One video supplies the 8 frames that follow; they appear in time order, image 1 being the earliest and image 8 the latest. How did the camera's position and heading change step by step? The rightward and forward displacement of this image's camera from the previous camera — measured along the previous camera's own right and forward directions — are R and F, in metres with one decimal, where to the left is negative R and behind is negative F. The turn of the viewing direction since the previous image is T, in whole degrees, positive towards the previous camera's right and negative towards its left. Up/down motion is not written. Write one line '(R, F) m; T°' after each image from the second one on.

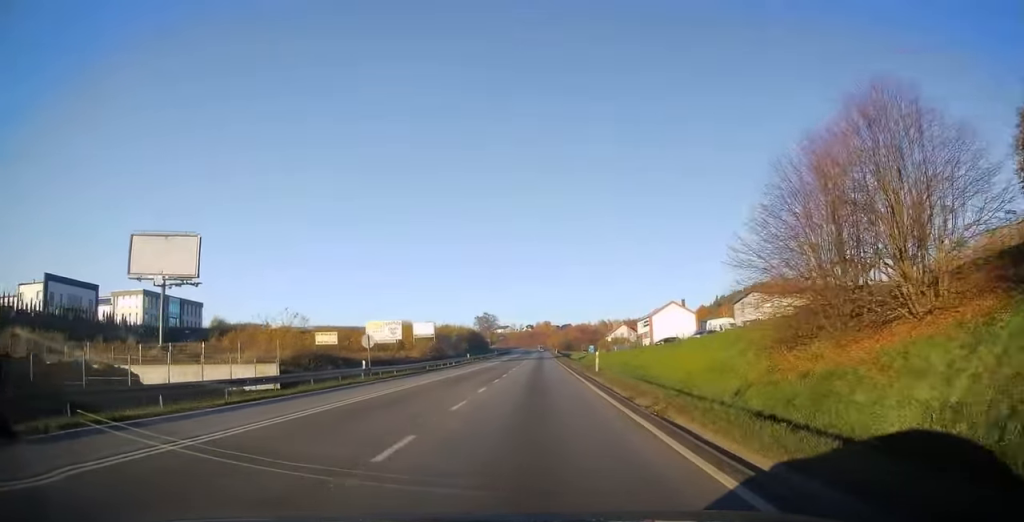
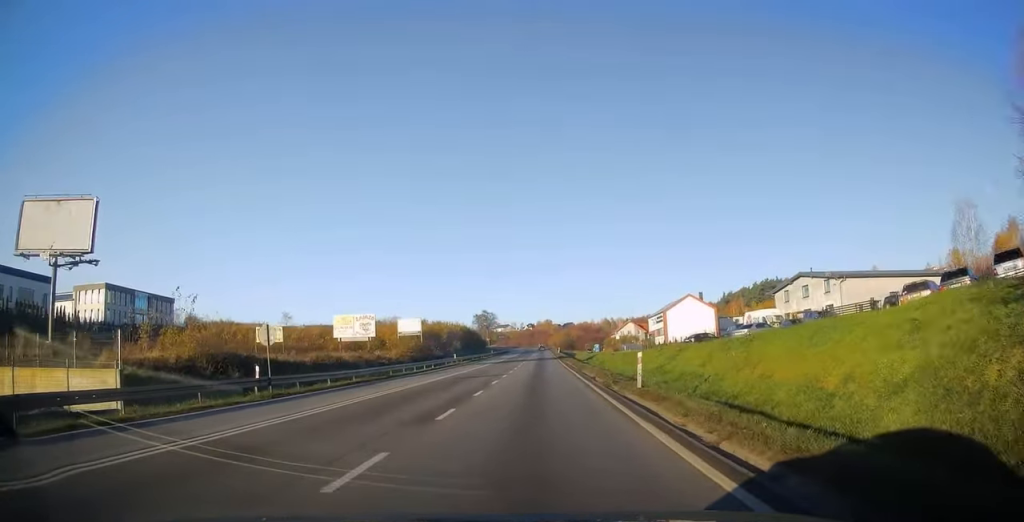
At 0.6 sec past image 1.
(+0.1, +13.9) m; 0°
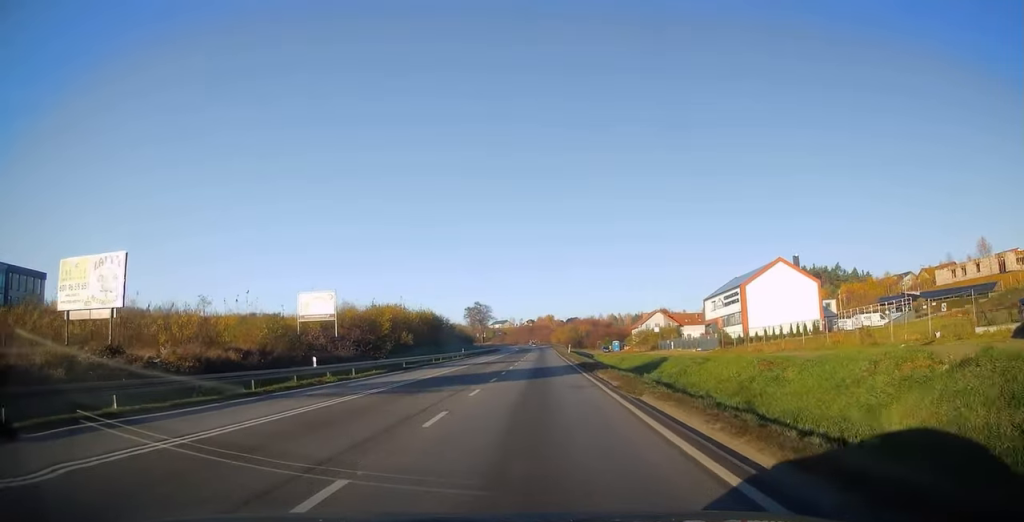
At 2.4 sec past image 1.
(-0.1, +44.9) m; 0°
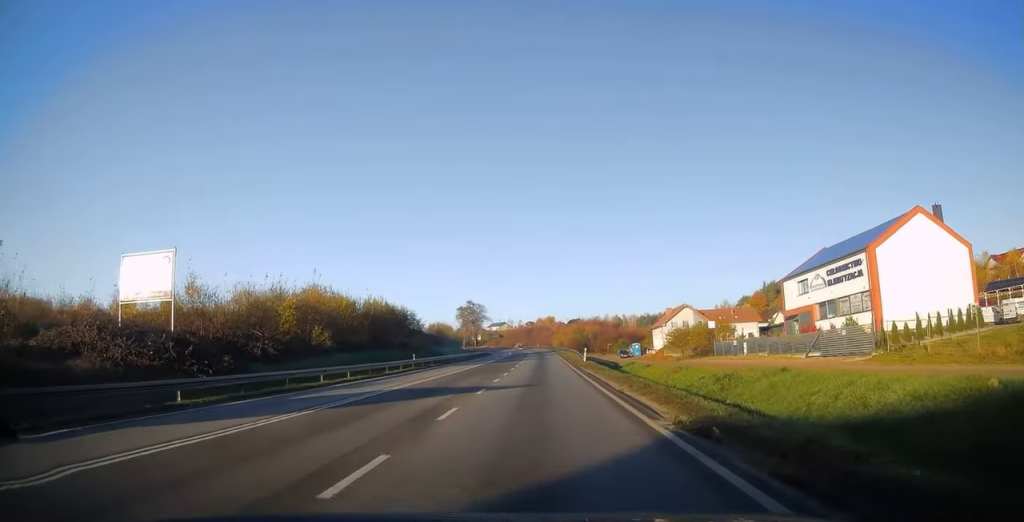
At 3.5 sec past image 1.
(0.0, +29.3) m; 0°
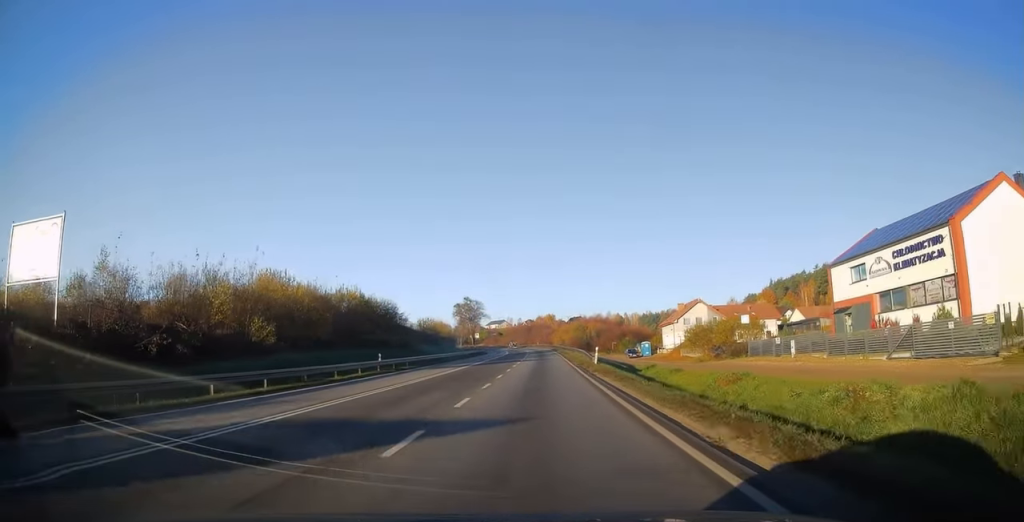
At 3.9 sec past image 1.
(0.0, +10.1) m; 0°
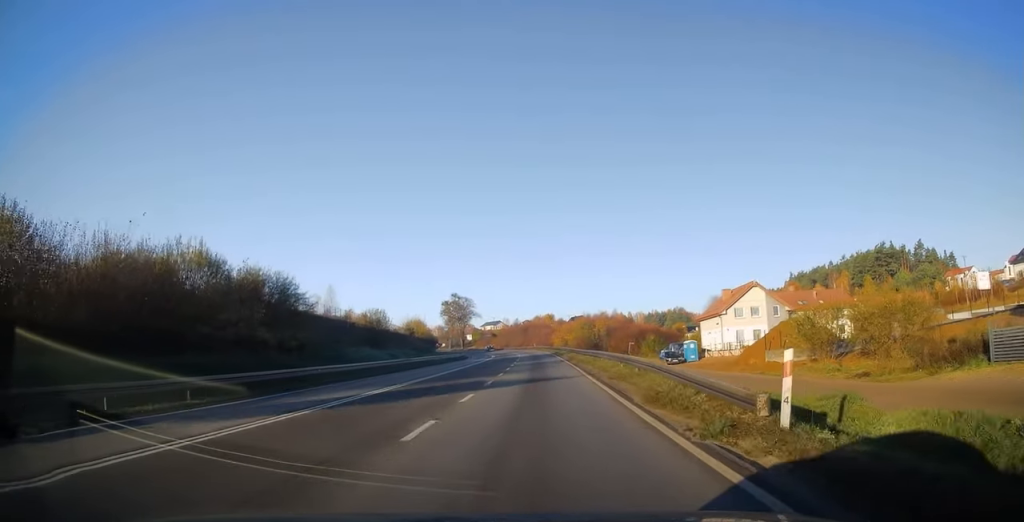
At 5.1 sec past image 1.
(-0.1, +29.6) m; 0°
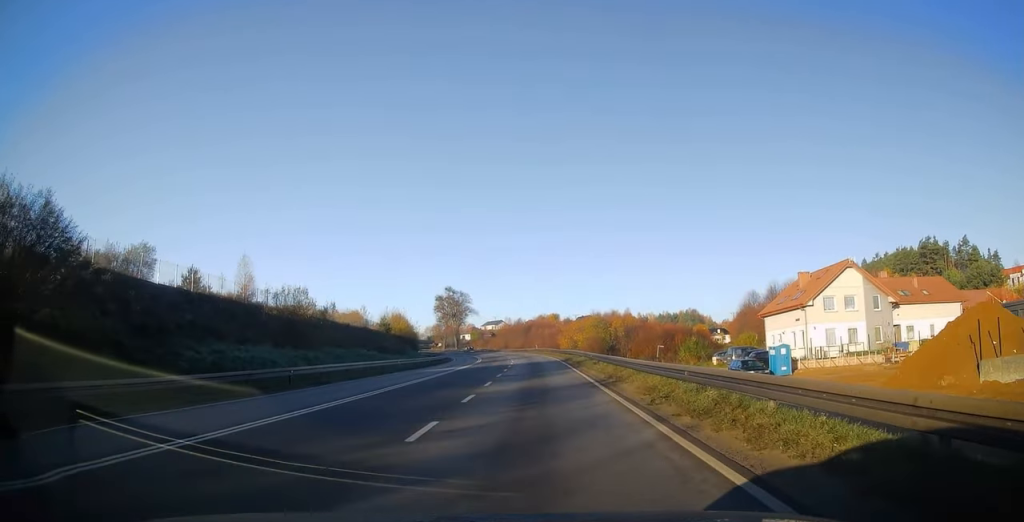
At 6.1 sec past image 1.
(0.0, +24.6) m; 0°
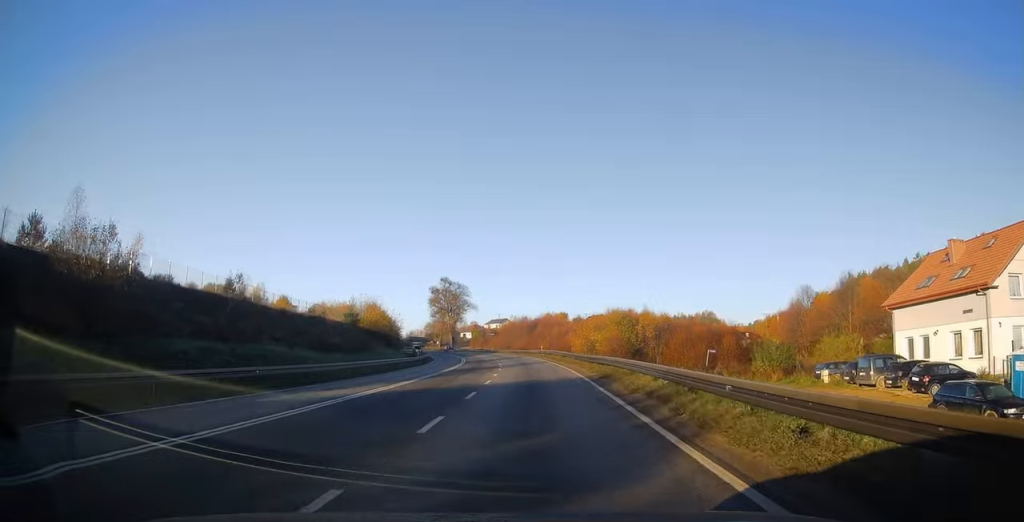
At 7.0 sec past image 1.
(0.0, +23.7) m; -1°
